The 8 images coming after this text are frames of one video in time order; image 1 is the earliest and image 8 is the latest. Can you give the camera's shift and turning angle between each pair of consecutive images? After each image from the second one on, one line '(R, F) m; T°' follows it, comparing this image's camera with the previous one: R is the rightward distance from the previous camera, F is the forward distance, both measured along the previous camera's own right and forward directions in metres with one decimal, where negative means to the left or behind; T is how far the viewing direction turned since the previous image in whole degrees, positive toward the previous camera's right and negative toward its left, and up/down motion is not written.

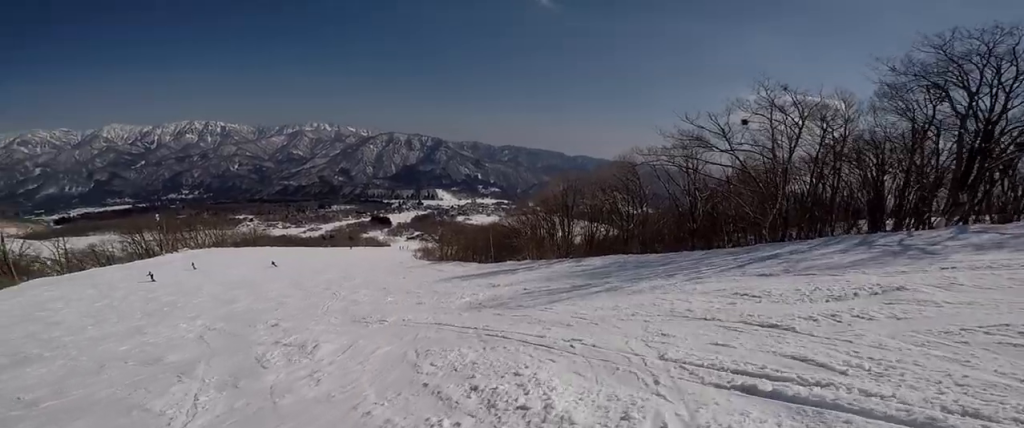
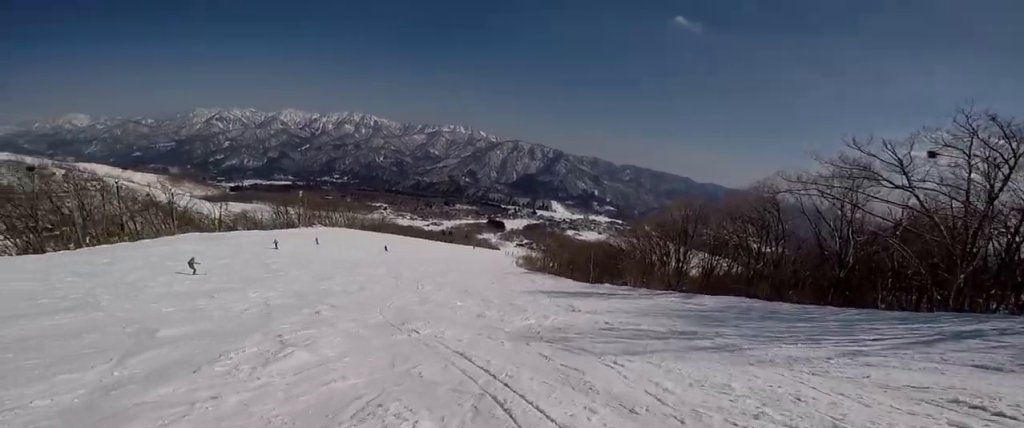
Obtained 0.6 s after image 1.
(-0.7, +3.8) m; -20°
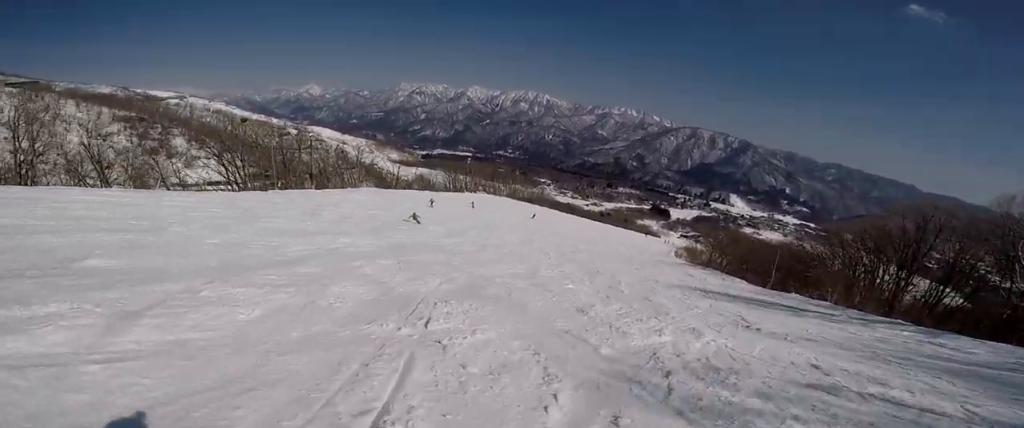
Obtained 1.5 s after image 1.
(-1.7, +5.8) m; -30°
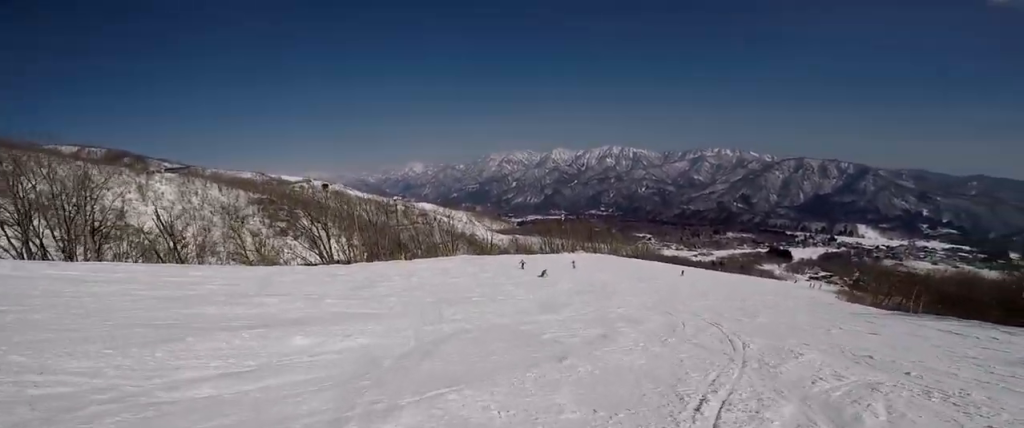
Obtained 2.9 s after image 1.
(-3.0, +11.3) m; -5°
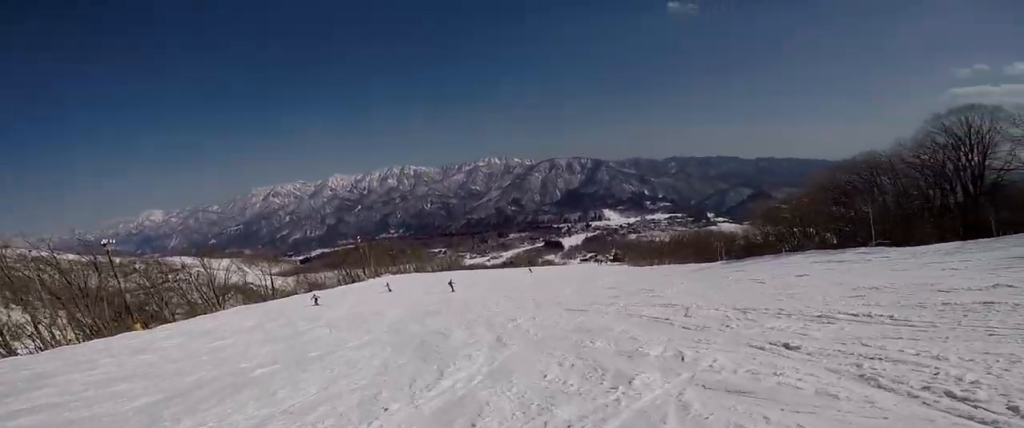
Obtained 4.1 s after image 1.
(+1.7, +8.9) m; +31°
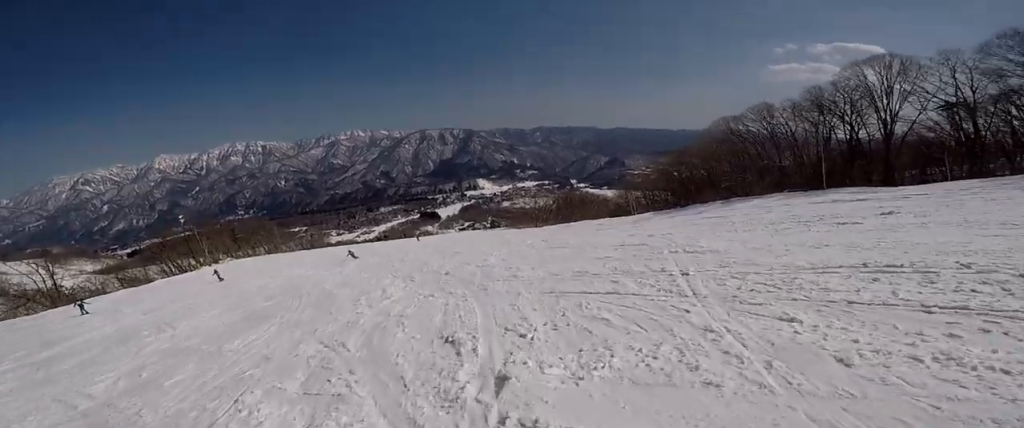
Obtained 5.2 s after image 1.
(+2.8, +8.9) m; +12°
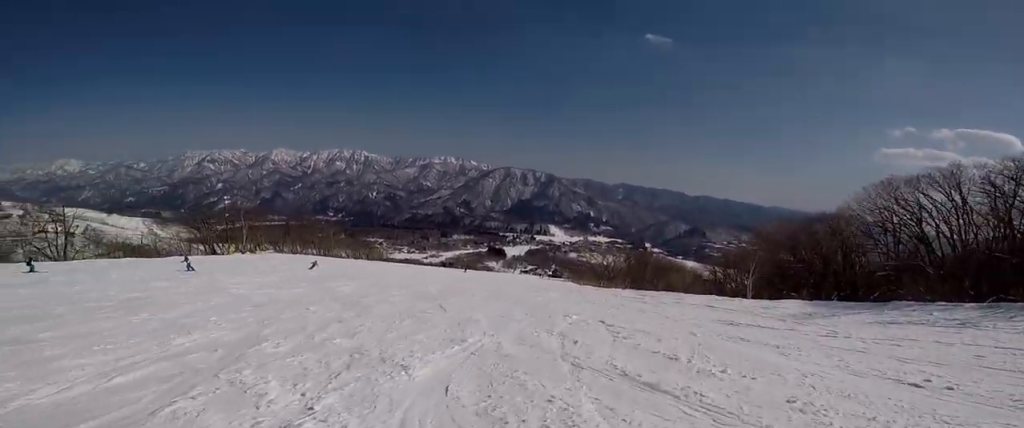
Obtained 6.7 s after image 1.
(-0.6, +12.7) m; -5°
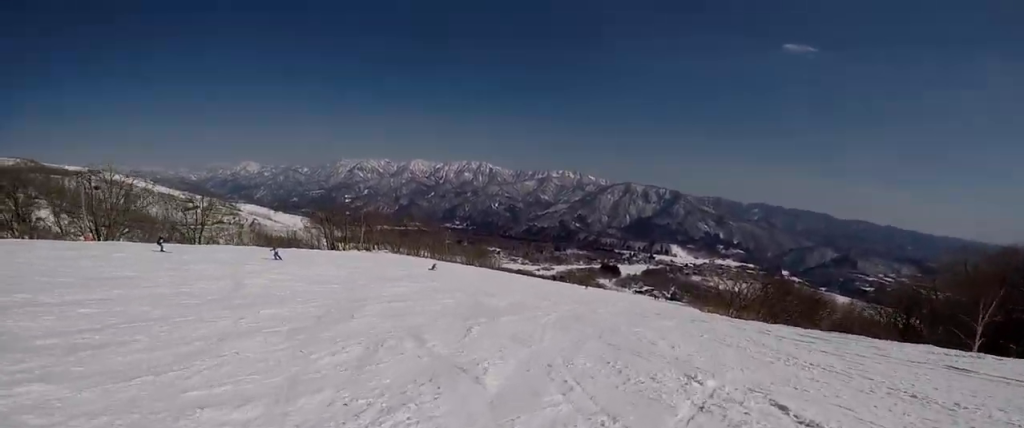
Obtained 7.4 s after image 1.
(+0.1, +6.0) m; -13°
